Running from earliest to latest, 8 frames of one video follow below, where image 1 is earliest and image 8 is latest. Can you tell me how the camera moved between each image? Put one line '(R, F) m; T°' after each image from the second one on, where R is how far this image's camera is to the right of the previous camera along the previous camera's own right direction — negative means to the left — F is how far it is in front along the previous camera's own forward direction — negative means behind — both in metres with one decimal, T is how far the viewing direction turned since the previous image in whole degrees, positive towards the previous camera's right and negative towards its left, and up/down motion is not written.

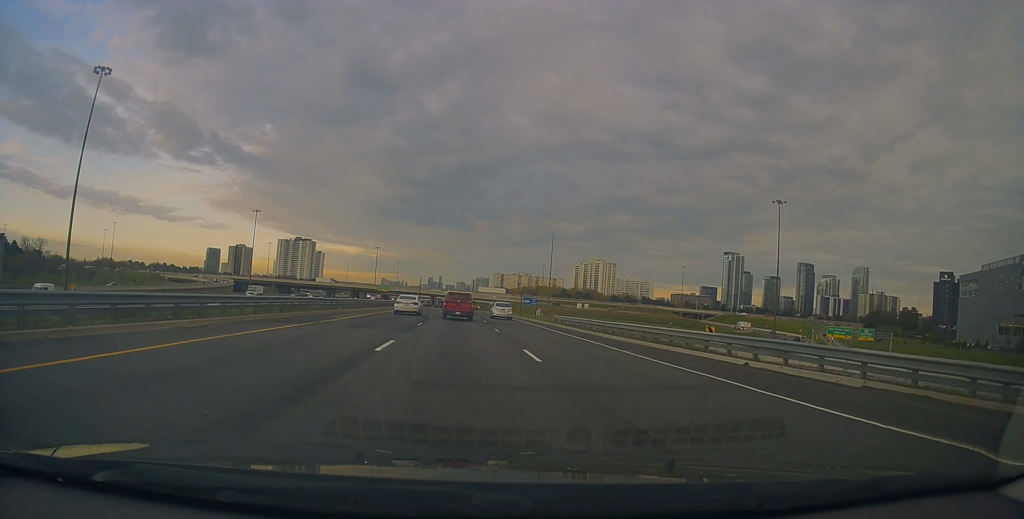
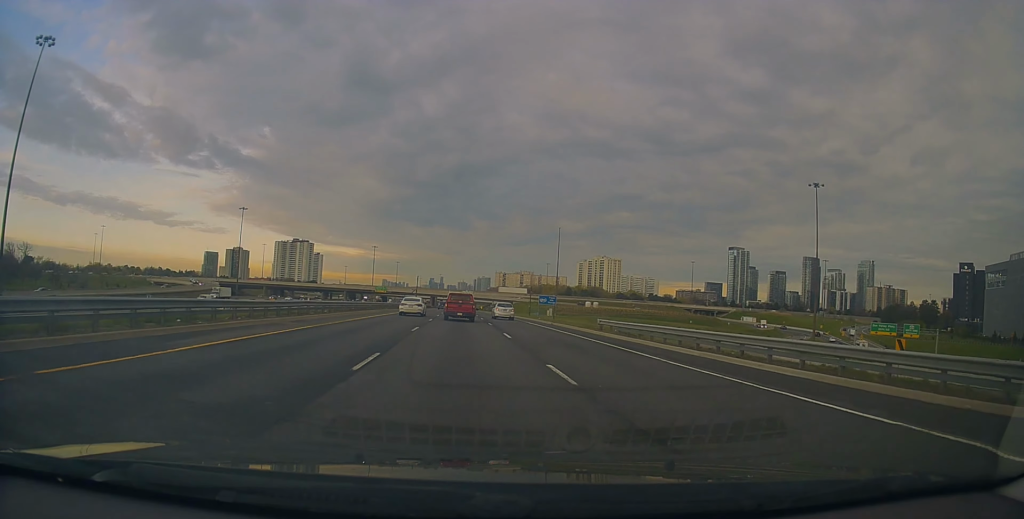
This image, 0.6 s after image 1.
(-0.3, +16.1) m; 0°
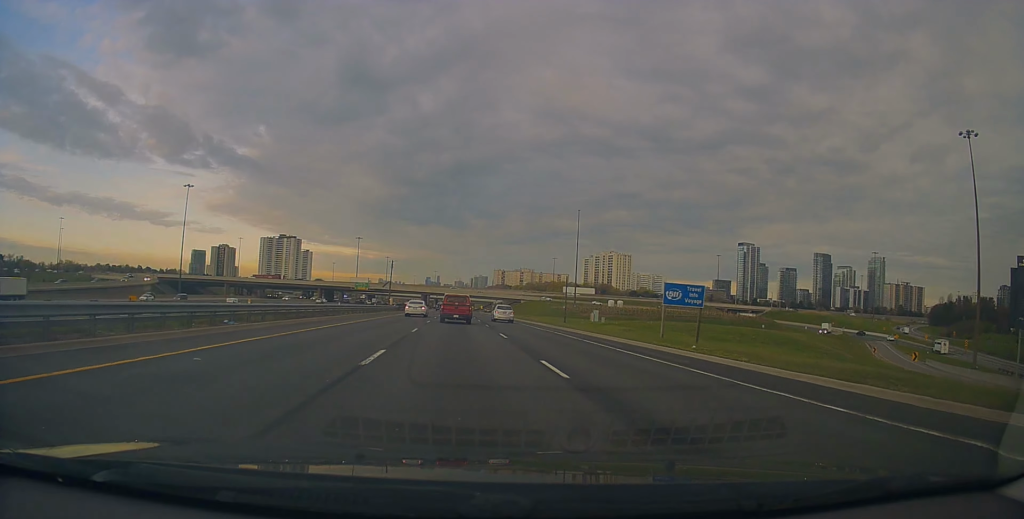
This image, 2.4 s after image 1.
(+0.5, +47.6) m; +1°
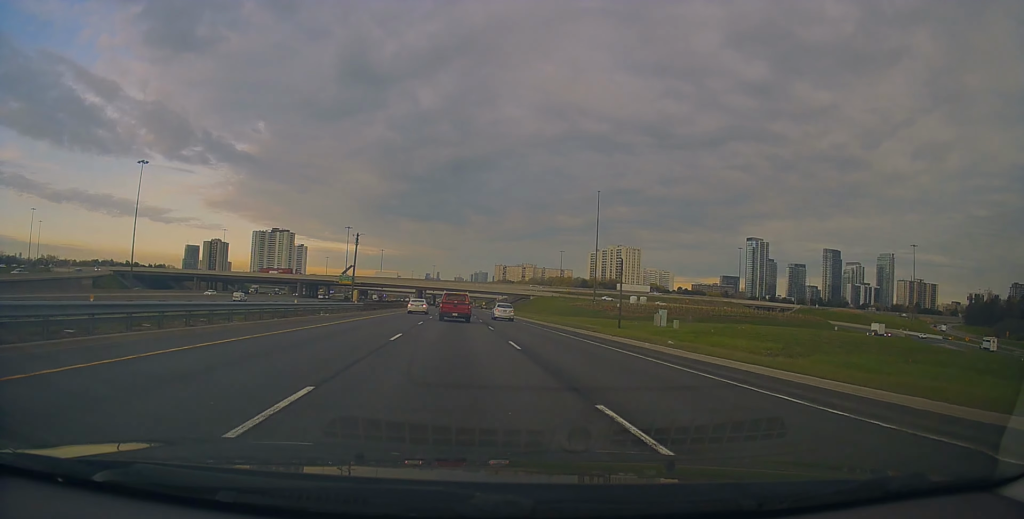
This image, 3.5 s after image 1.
(-0.1, +30.4) m; 0°
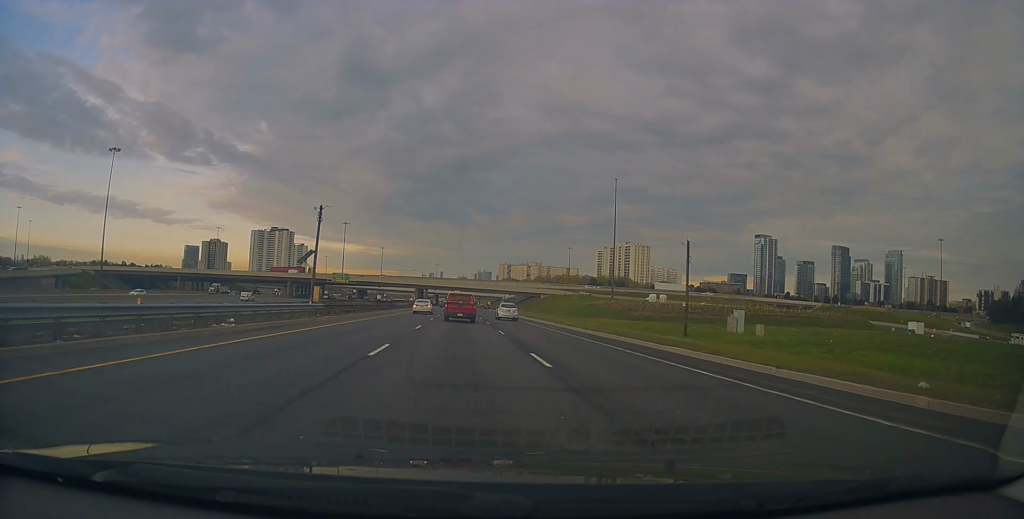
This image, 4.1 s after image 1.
(0.0, +16.9) m; 0°
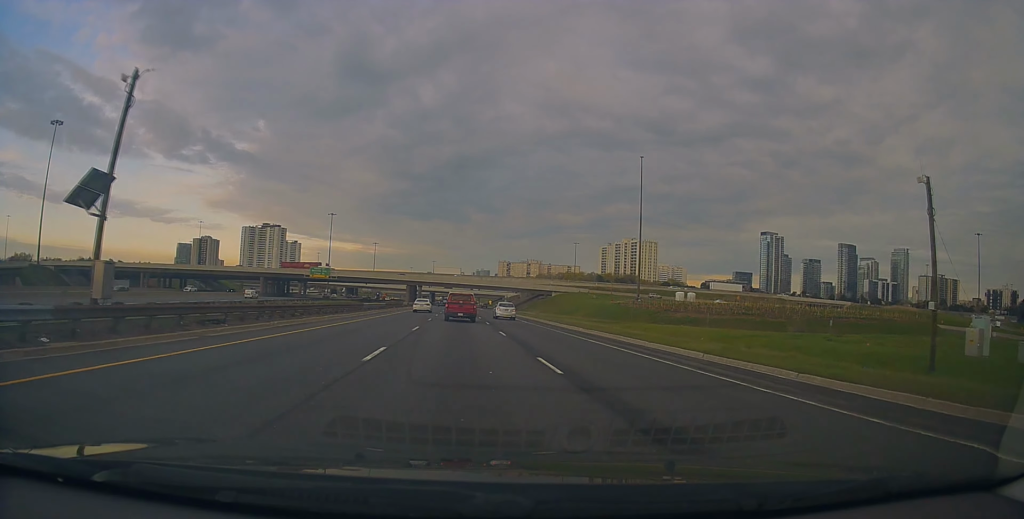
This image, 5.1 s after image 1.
(0.0, +25.6) m; 0°
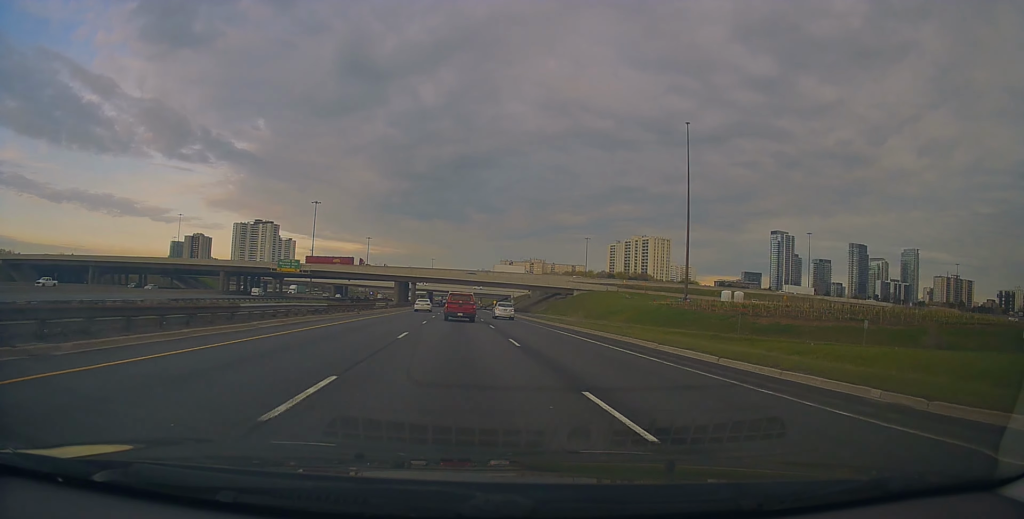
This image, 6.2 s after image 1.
(-0.3, +29.7) m; -1°
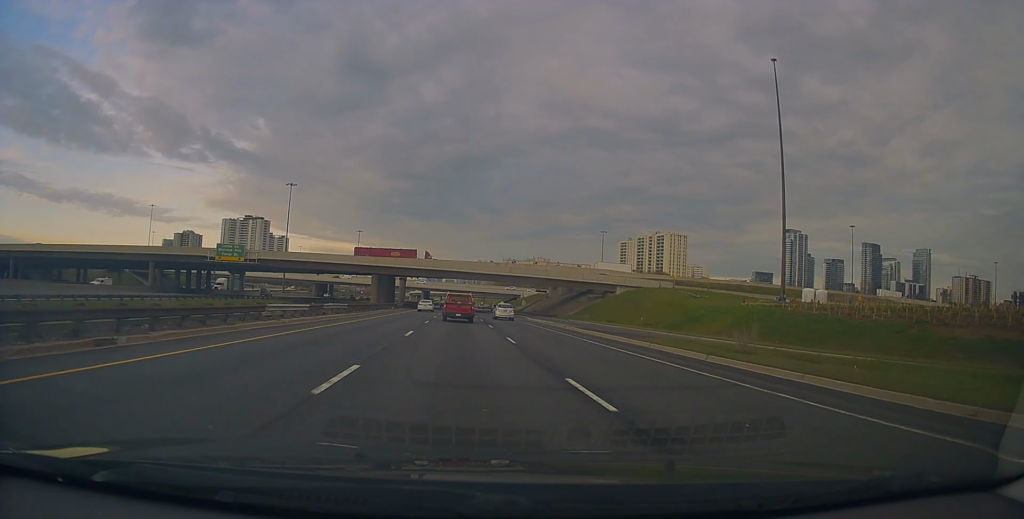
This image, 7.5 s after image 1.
(+0.3, +34.2) m; +1°
